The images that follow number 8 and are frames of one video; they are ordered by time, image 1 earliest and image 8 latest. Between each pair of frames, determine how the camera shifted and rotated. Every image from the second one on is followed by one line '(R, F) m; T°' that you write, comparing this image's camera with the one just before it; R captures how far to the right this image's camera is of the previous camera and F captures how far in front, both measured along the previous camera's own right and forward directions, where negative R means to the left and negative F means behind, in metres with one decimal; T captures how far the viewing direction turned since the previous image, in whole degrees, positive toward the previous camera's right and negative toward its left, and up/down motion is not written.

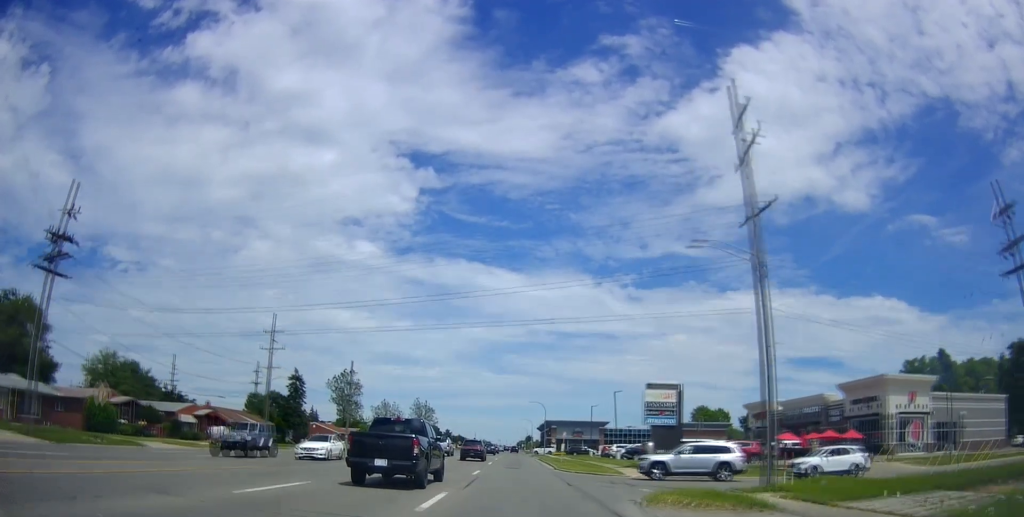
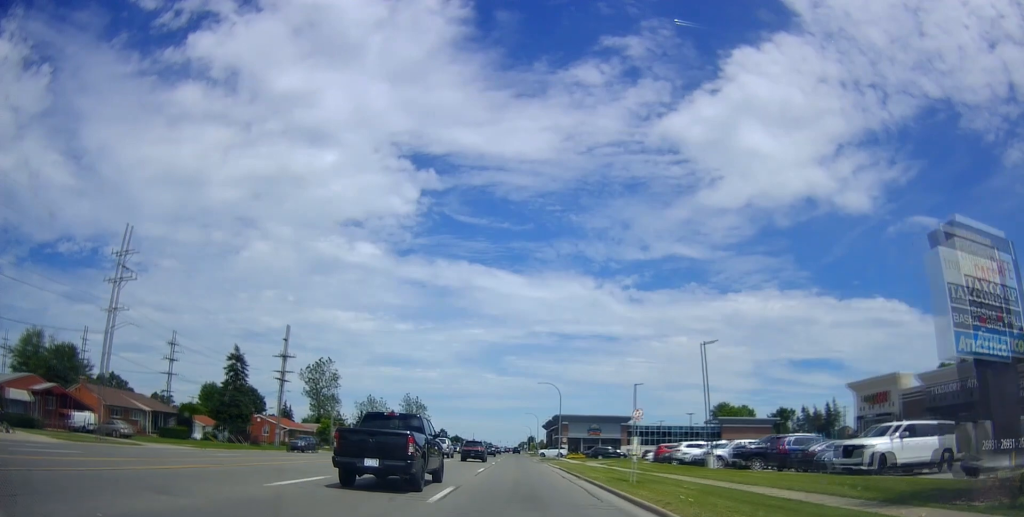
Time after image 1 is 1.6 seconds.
(-0.2, +29.3) m; +1°
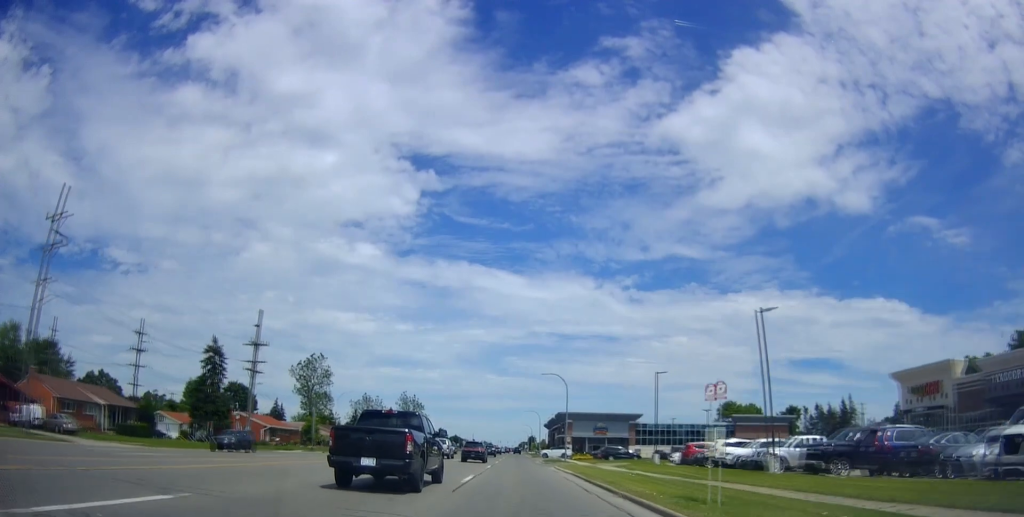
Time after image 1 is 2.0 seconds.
(+0.1, +8.1) m; +1°
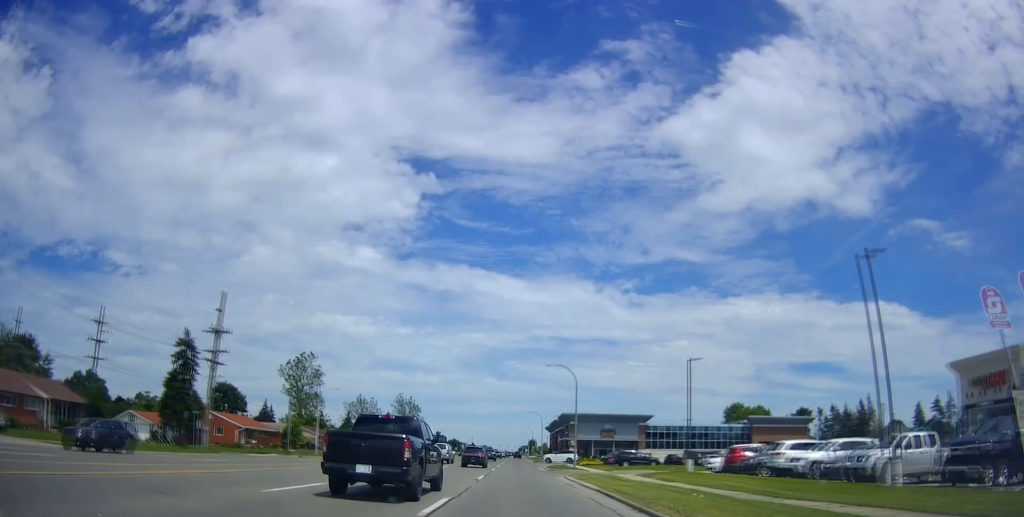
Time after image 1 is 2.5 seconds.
(0.0, +8.8) m; 0°
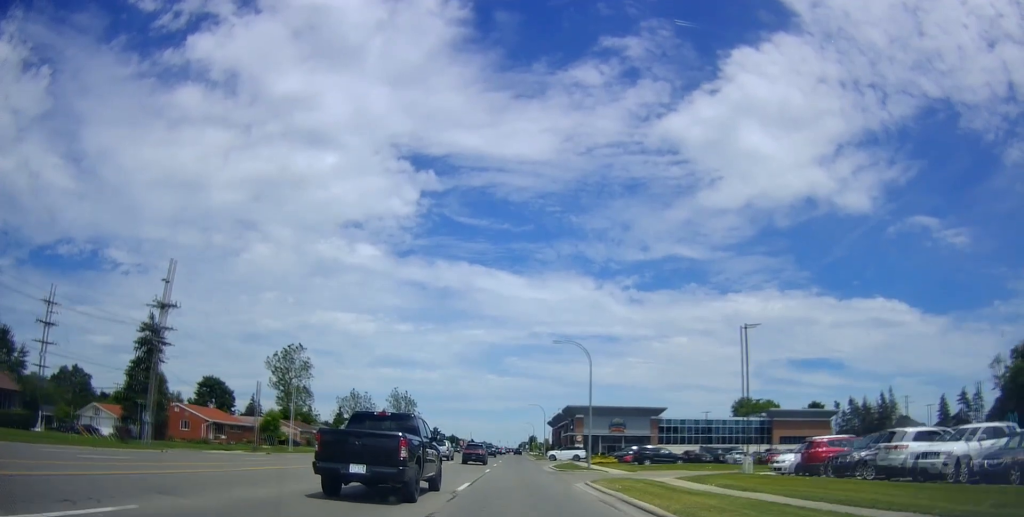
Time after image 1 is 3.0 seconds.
(+0.1, +9.5) m; -1°
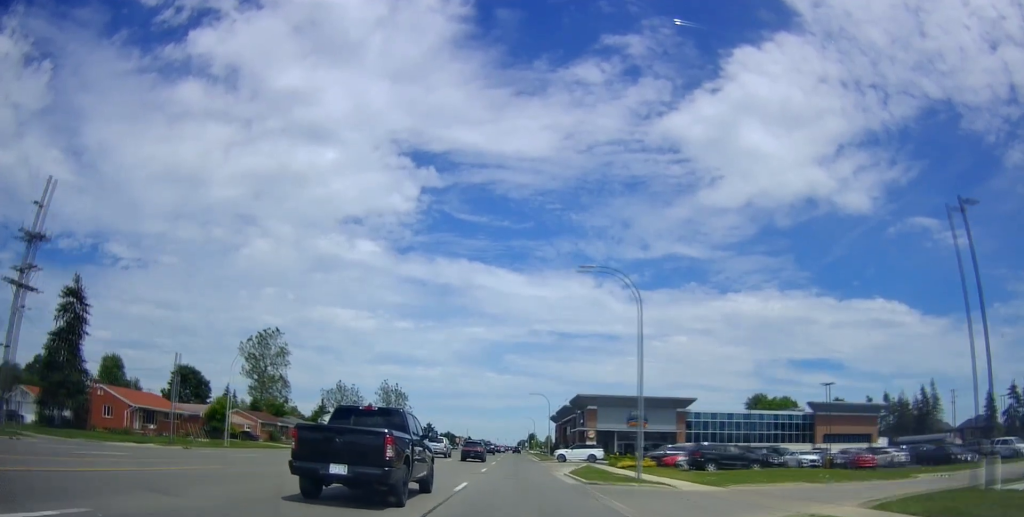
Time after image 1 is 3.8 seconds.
(-0.4, +16.6) m; -1°
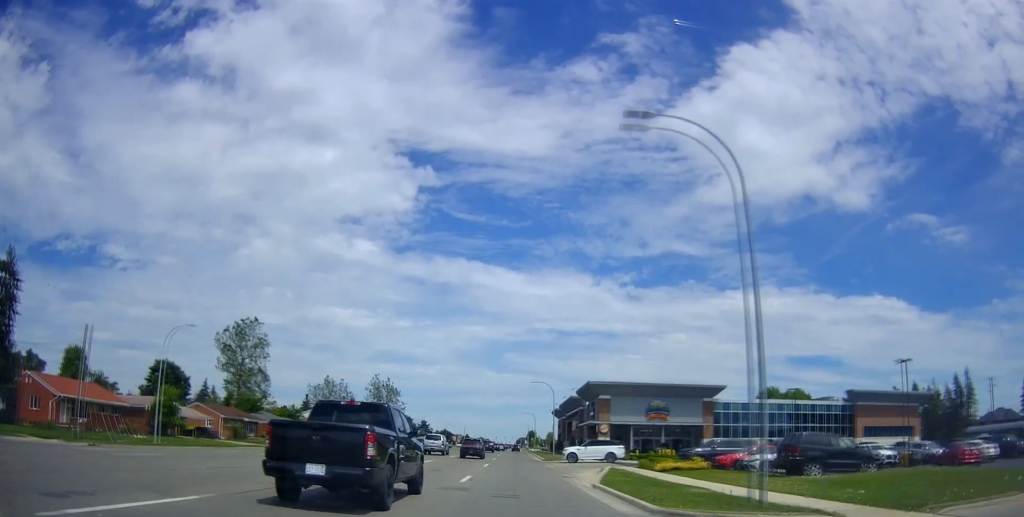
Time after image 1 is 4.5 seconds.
(-0.1, +12.1) m; 0°
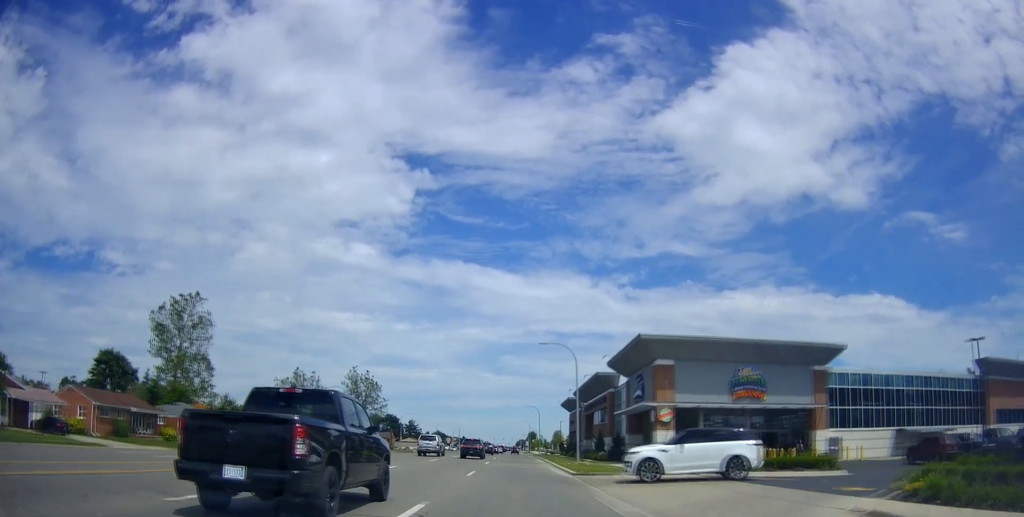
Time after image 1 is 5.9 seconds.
(+0.6, +27.2) m; +1°
